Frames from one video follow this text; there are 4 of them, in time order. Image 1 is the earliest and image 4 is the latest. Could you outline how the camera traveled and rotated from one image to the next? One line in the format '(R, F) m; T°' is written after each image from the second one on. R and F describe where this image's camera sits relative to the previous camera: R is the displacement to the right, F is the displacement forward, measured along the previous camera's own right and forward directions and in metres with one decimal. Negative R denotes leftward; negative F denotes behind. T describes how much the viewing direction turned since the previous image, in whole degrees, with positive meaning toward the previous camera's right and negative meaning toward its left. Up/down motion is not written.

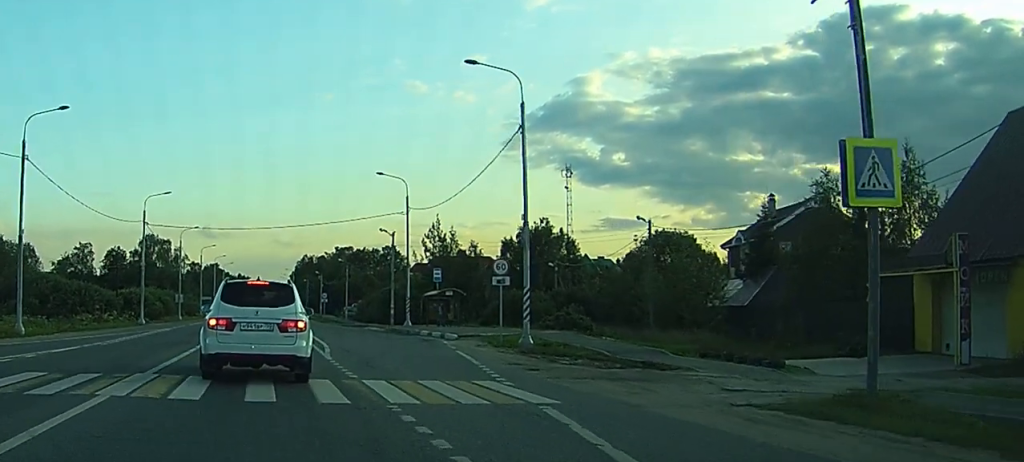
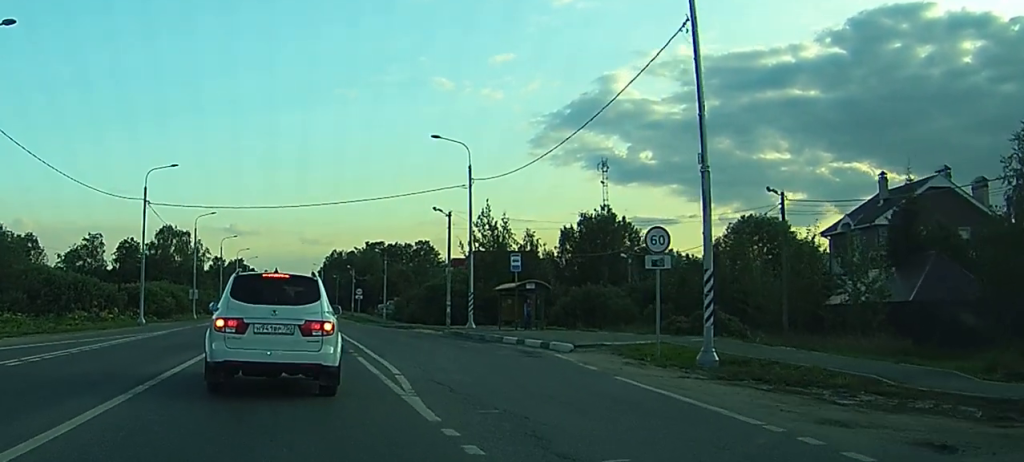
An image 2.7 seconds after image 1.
(+0.3, +11.9) m; +3°
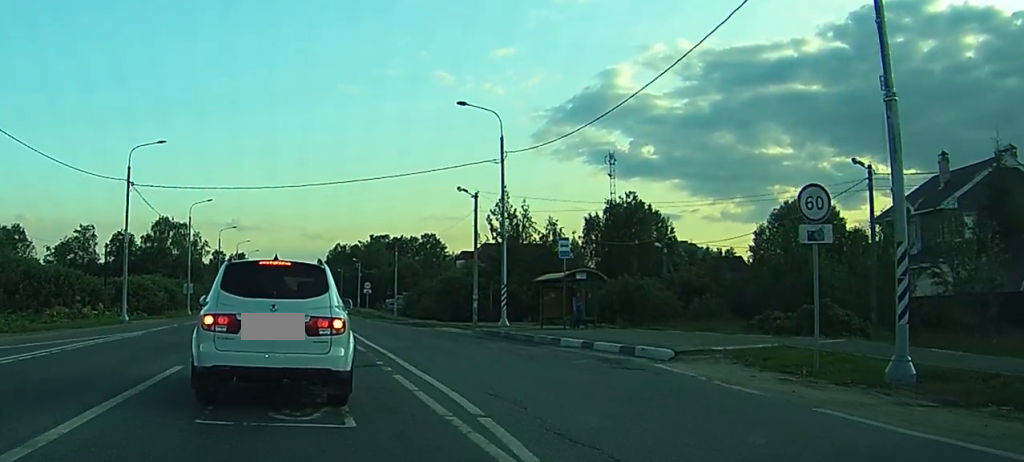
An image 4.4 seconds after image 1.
(+0.2, +7.6) m; 0°
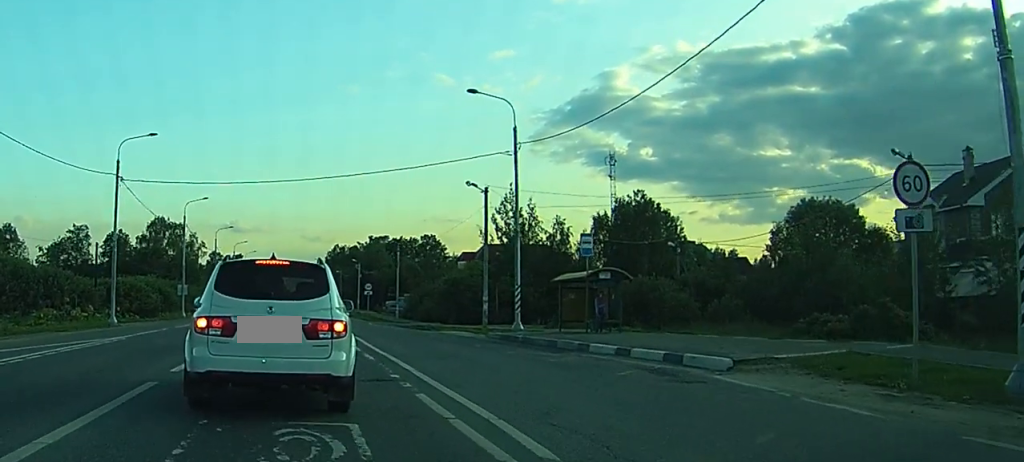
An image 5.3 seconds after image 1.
(-0.1, +3.6) m; -2°
